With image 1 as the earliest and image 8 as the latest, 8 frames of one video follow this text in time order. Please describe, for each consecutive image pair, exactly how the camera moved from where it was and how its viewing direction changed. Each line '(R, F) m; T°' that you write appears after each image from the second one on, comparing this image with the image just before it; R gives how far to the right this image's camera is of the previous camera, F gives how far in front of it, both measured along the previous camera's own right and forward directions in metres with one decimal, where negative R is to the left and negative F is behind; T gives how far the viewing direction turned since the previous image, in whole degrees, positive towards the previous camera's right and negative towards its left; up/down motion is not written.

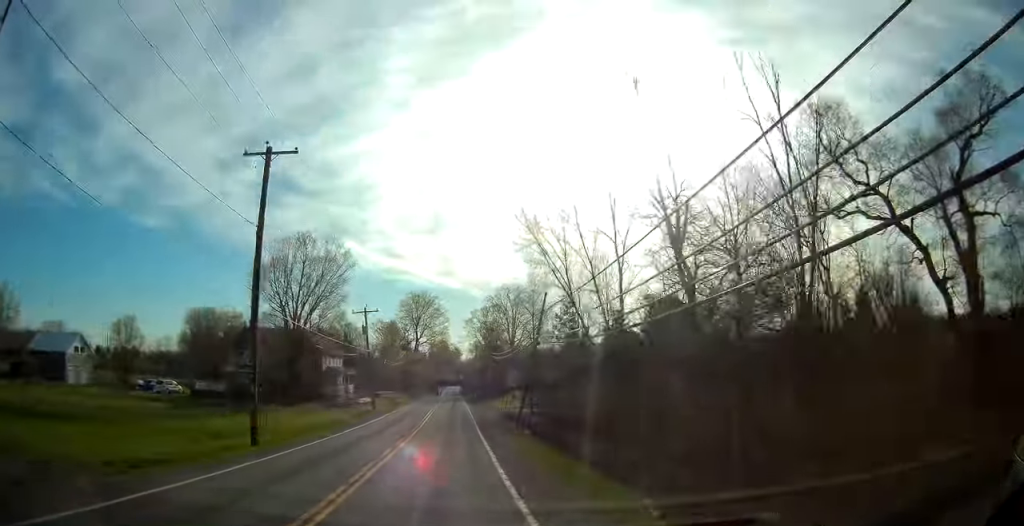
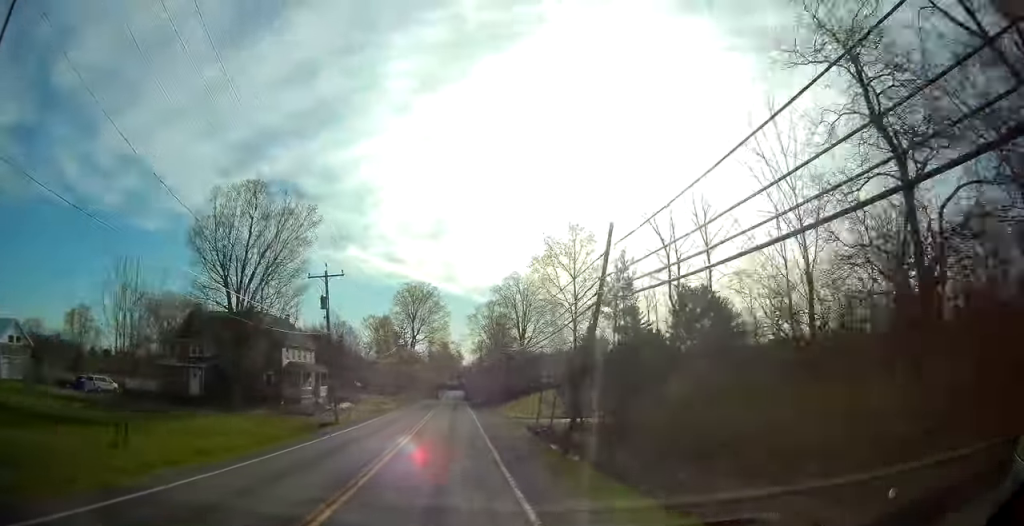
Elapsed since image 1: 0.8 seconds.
(+0.4, +16.7) m; 0°
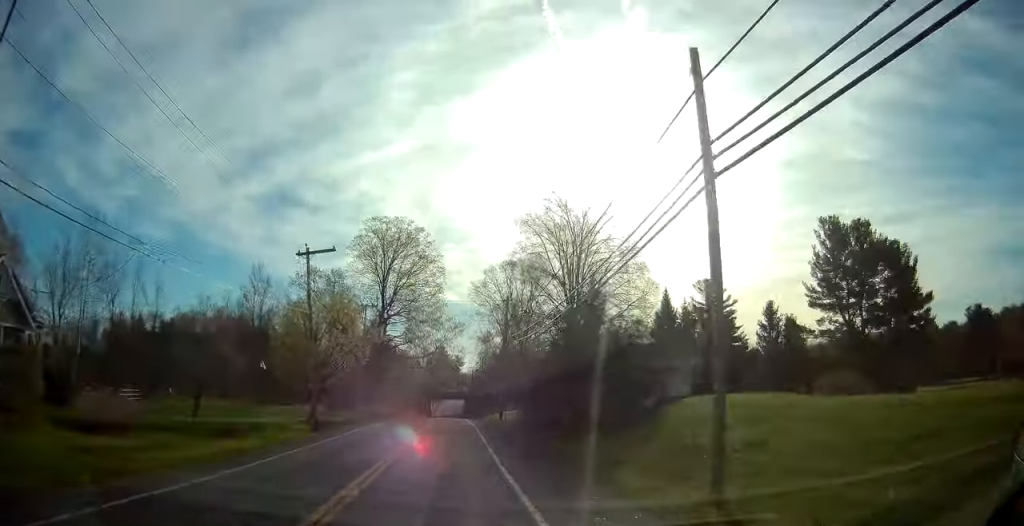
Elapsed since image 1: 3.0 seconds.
(-1.0, +49.9) m; -1°
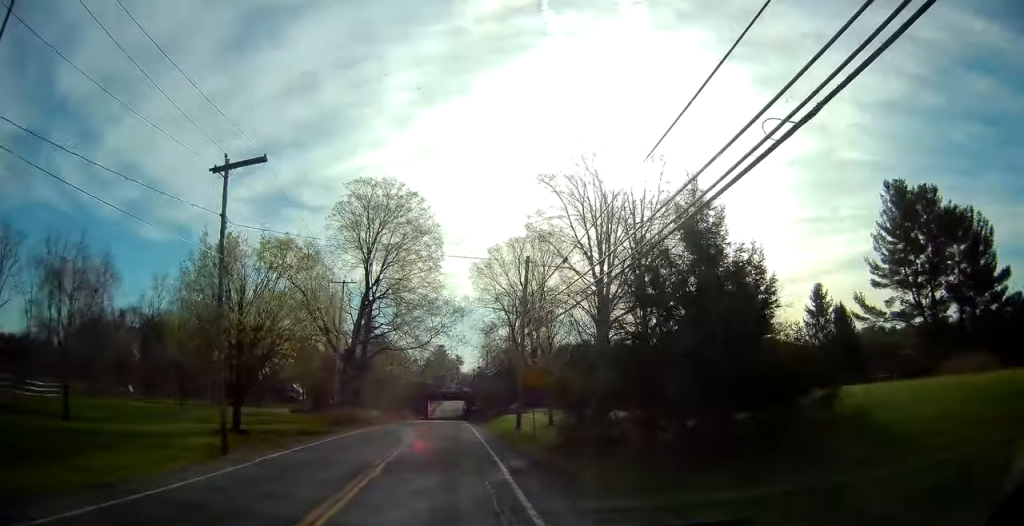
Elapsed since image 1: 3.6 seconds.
(-0.1, +13.2) m; +1°
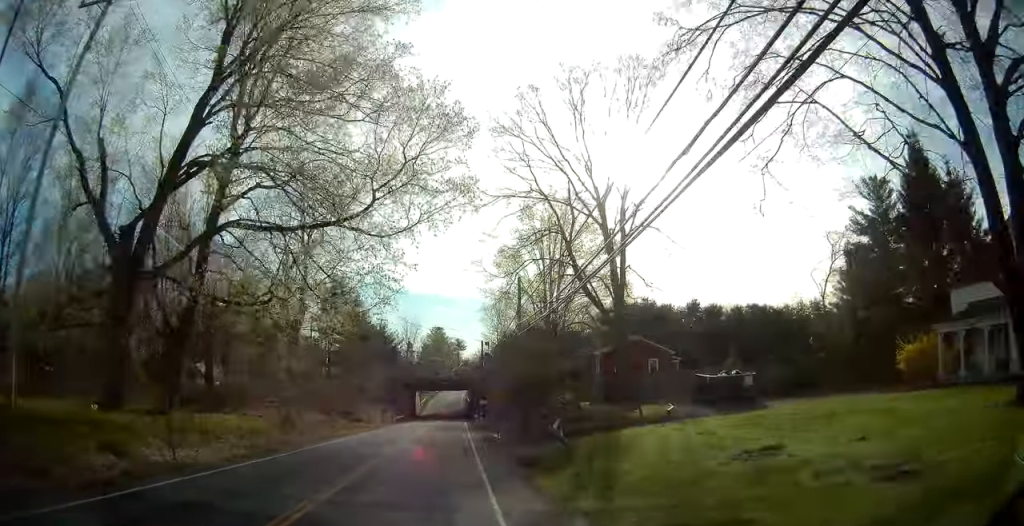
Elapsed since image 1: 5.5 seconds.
(+0.2, +40.9) m; -1°
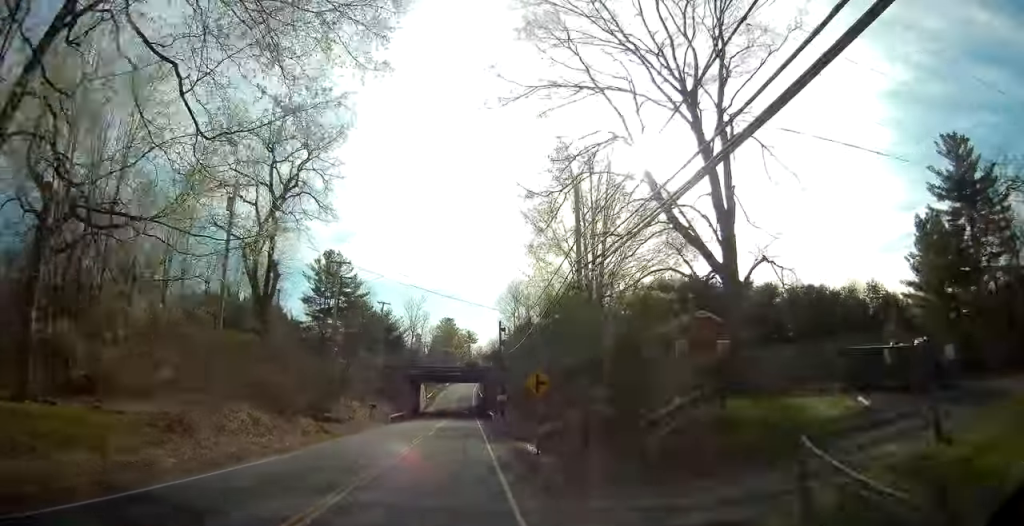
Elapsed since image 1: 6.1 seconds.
(-0.1, +13.8) m; 0°
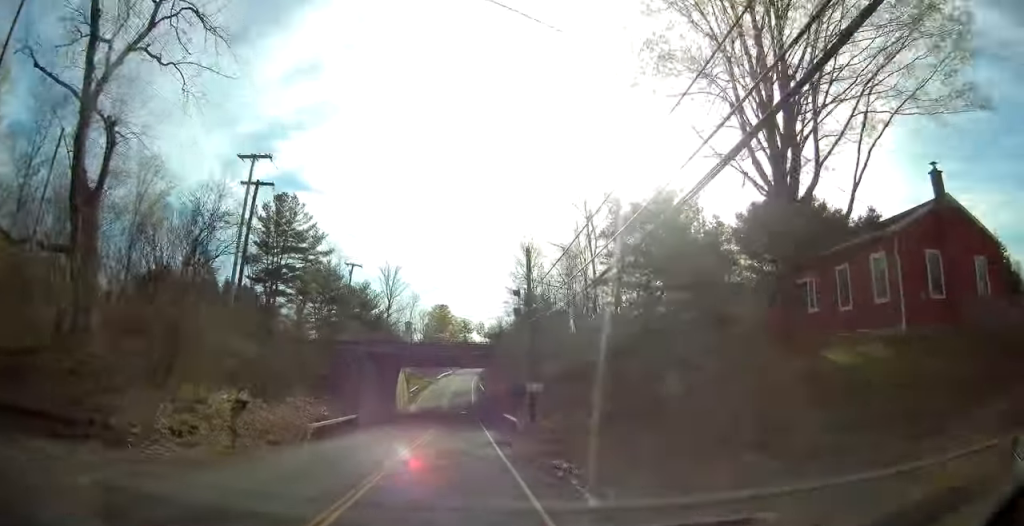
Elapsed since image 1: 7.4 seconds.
(+0.1, +26.7) m; 0°
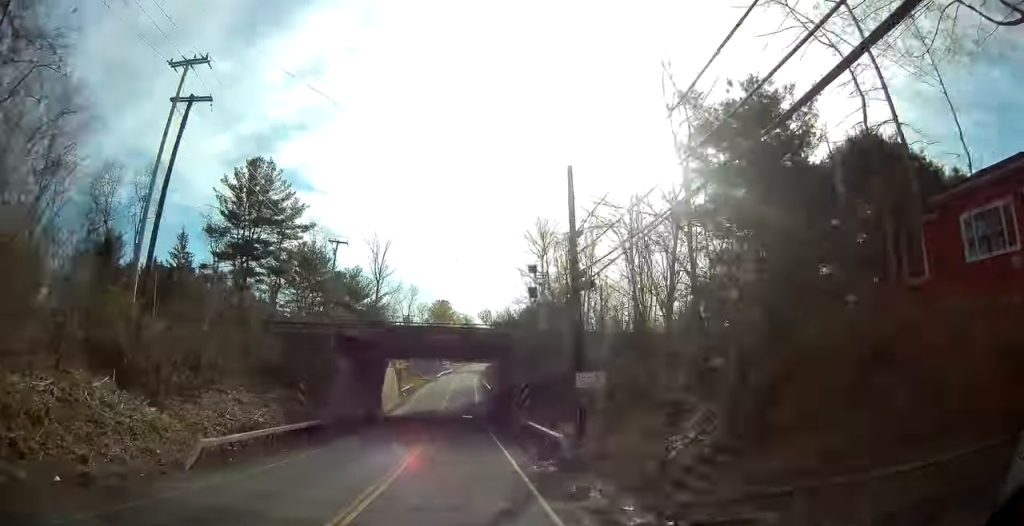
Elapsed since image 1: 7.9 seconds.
(0.0, +11.5) m; 0°
